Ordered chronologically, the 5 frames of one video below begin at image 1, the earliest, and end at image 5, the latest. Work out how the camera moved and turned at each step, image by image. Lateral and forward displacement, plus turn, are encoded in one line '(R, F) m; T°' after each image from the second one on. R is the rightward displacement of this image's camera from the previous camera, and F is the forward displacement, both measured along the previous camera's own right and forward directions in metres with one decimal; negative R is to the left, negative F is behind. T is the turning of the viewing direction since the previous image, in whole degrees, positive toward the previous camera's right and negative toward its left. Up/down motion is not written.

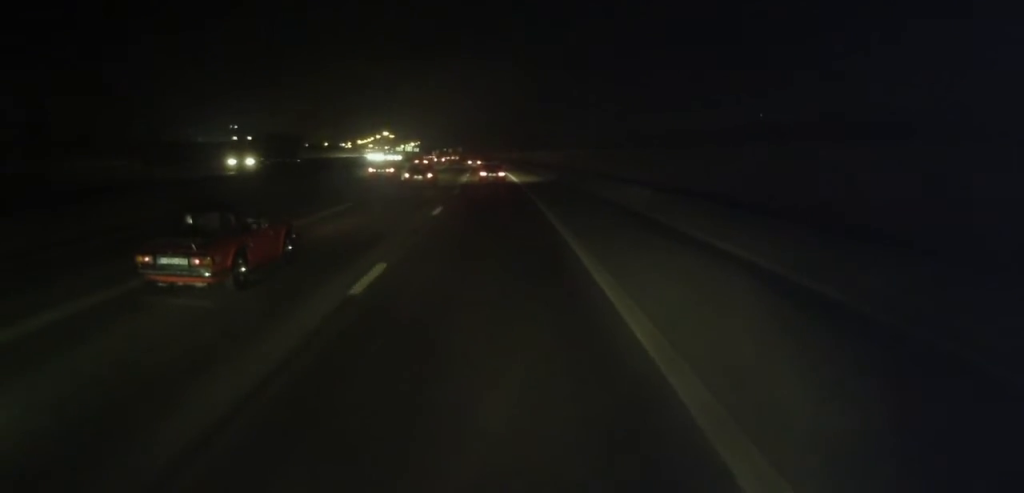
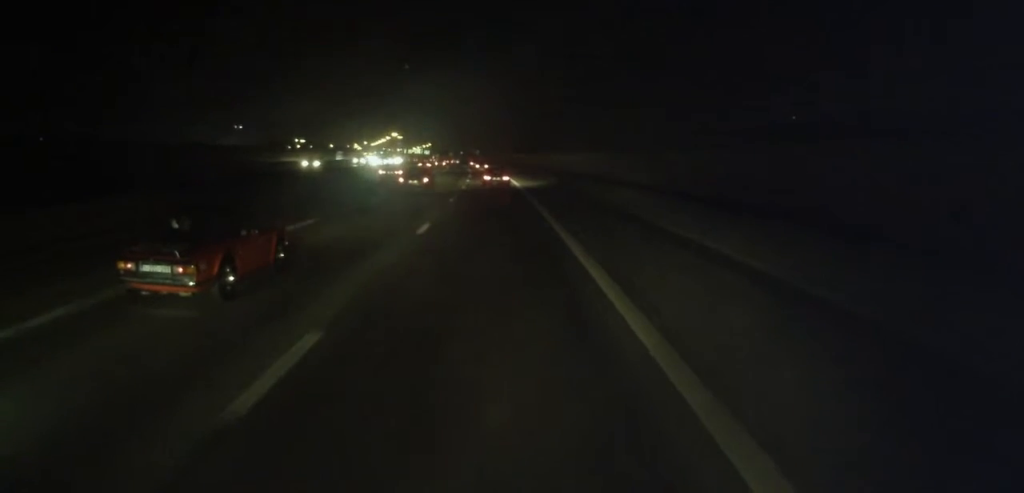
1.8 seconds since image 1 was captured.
(-0.8, +40.6) m; -1°
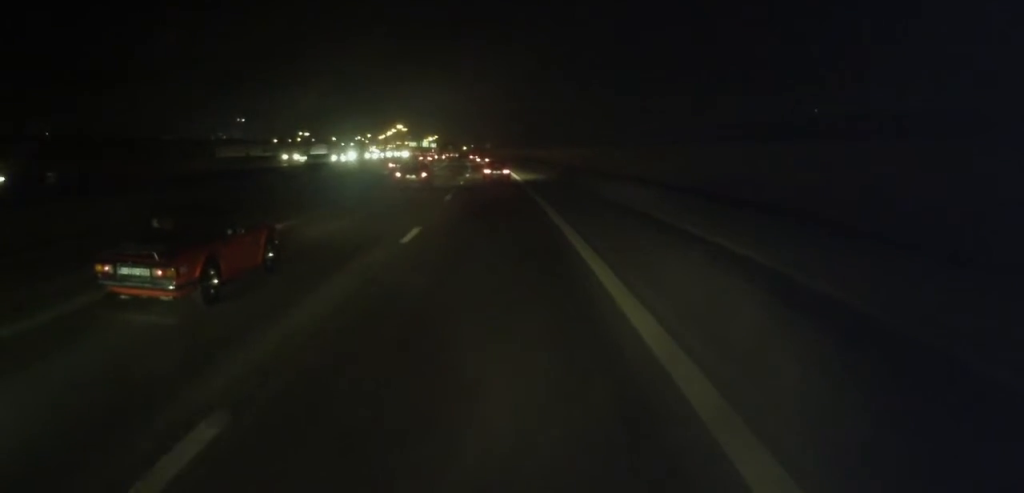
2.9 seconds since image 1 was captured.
(+0.4, +27.1) m; -1°
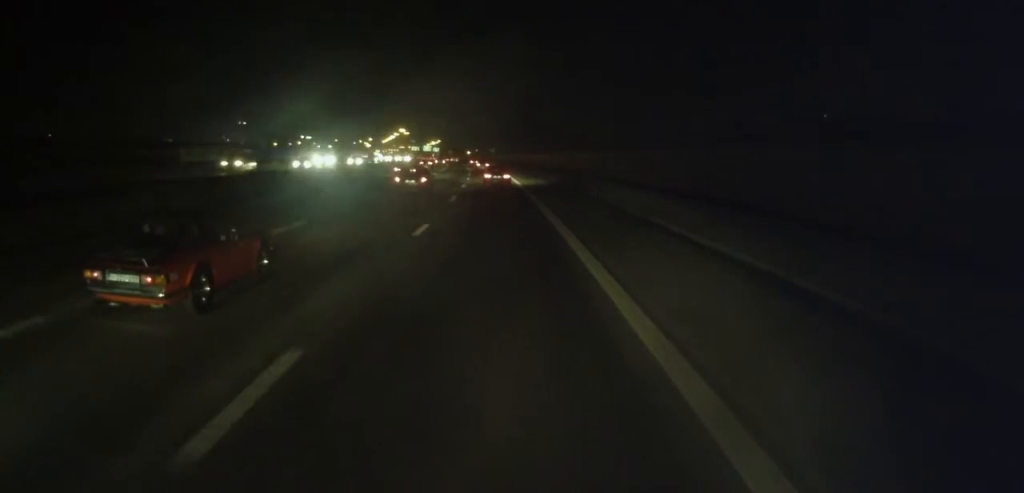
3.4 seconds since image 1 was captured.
(-0.3, +10.1) m; -1°
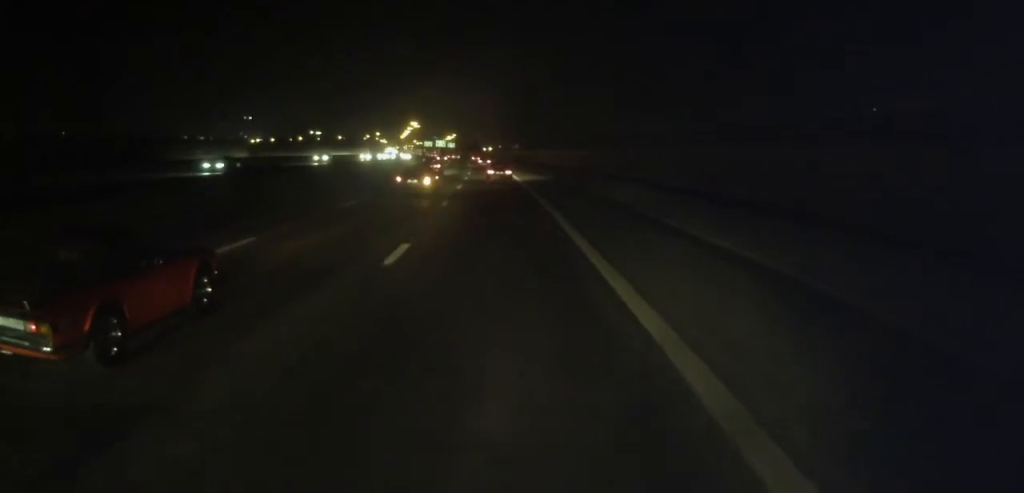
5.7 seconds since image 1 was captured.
(-0.5, +54.5) m; -1°
